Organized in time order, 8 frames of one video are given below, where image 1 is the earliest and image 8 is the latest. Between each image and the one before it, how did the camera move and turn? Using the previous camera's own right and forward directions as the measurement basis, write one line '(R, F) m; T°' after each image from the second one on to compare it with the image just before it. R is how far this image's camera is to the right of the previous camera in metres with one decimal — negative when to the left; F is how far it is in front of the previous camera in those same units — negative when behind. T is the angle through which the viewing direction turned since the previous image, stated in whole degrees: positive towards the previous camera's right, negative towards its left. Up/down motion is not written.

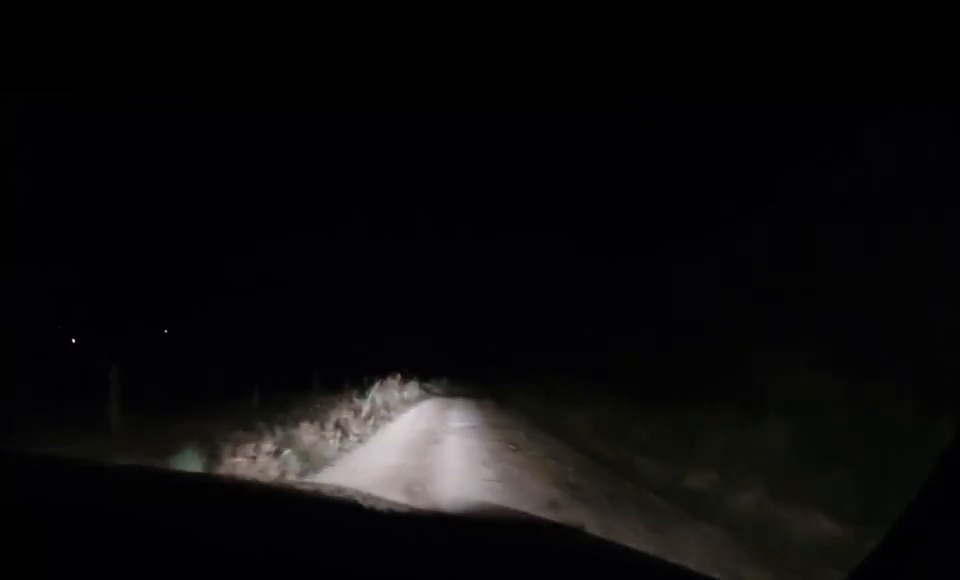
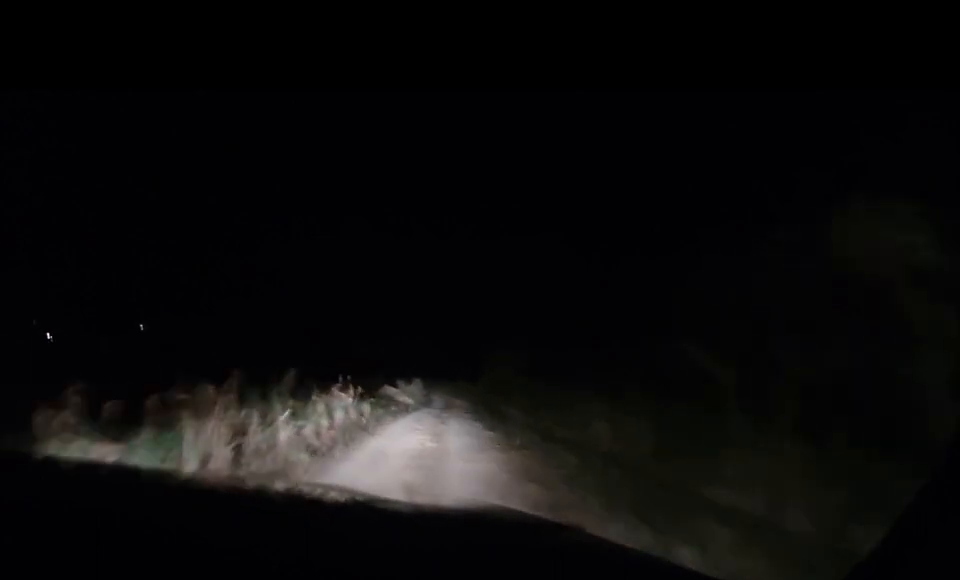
(+0.2, +21.9) m; +1°
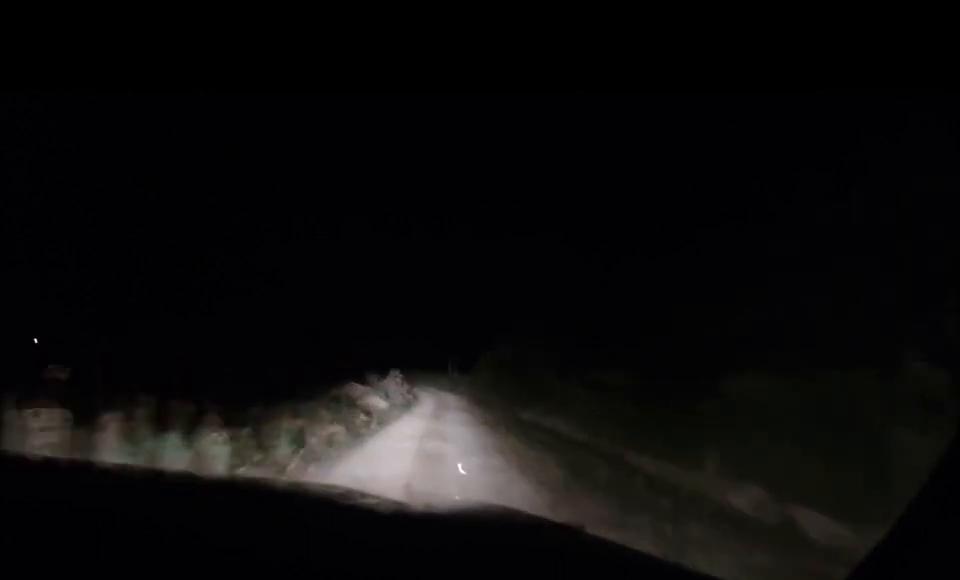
(0.0, +13.2) m; +2°
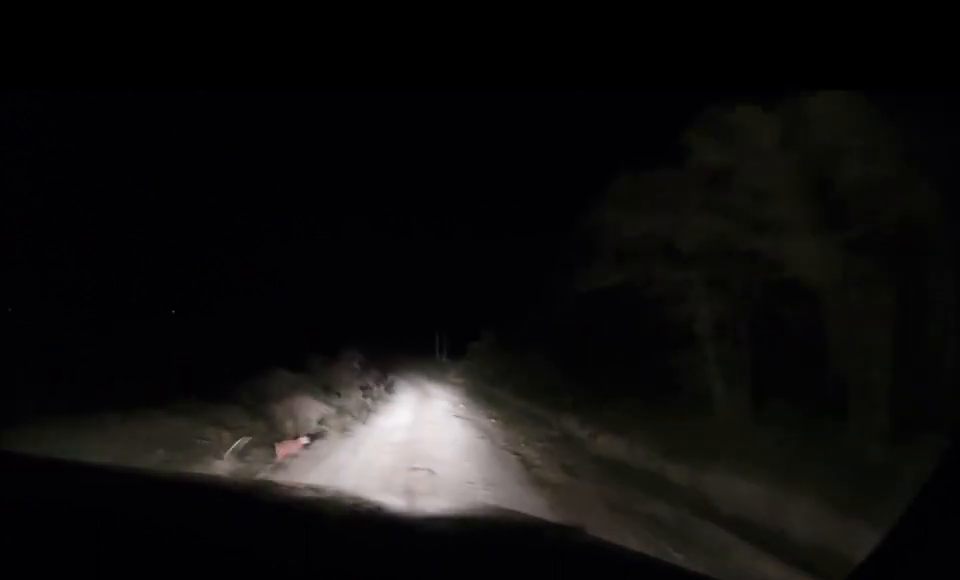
(+0.4, +12.1) m; +1°
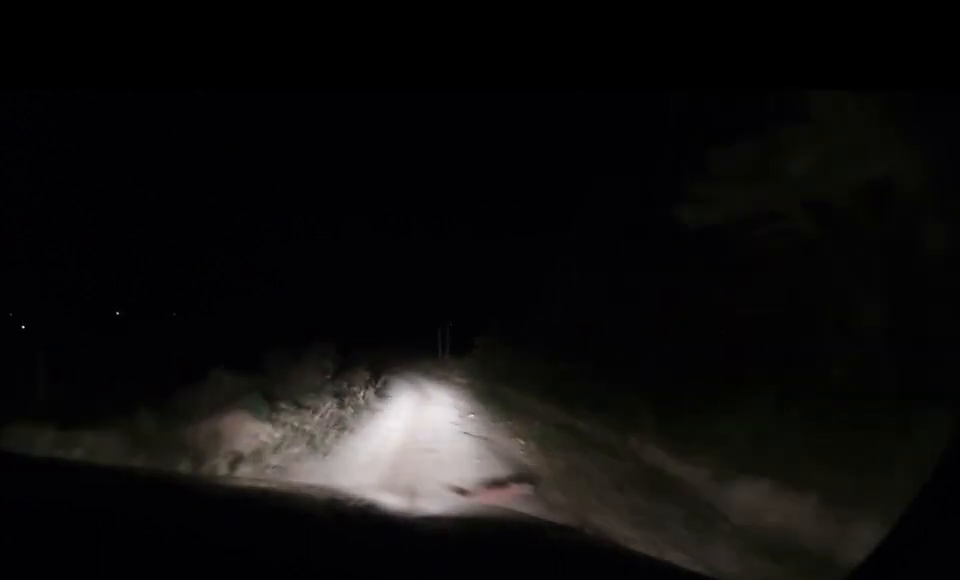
(+0.1, +5.6) m; 0°
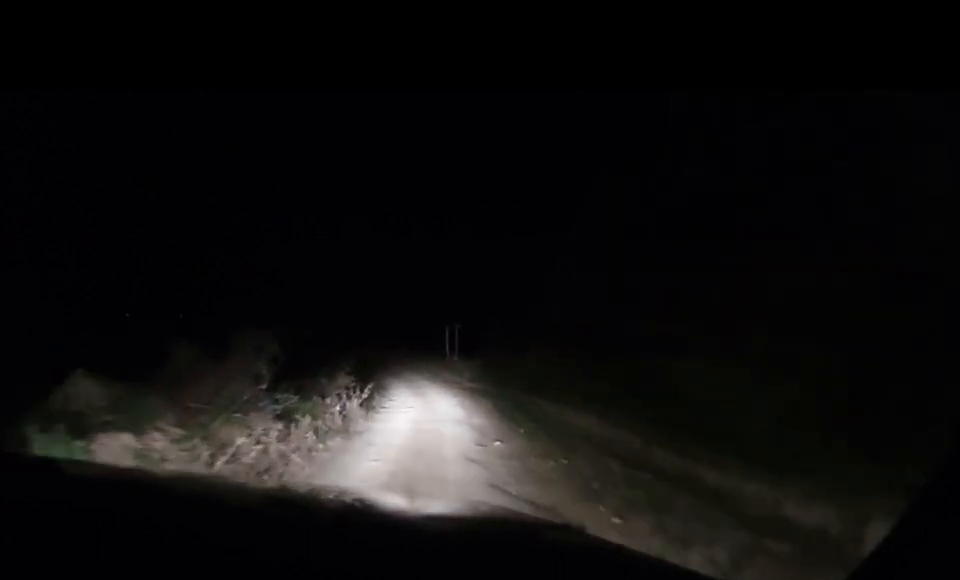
(-0.5, +7.7) m; 0°
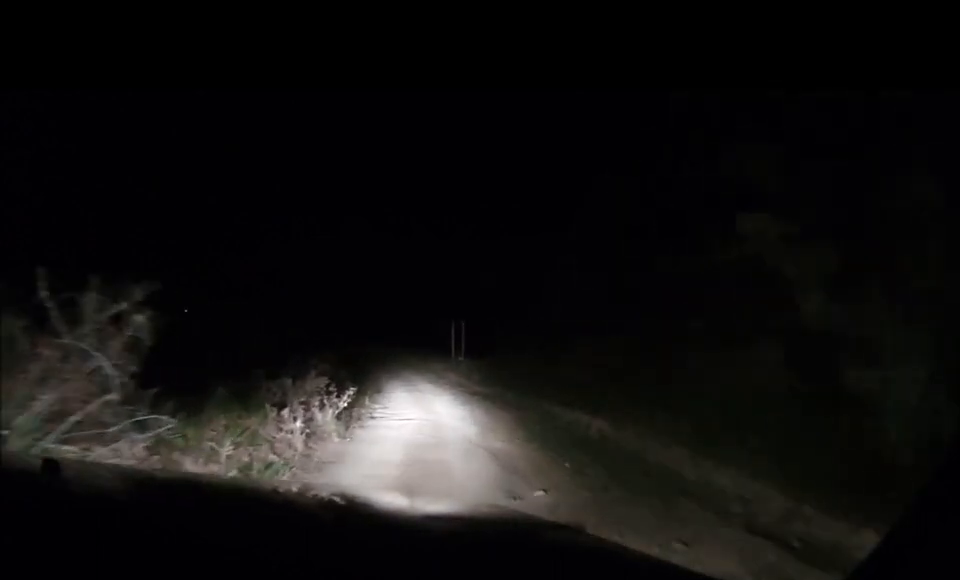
(+0.4, +6.3) m; +3°
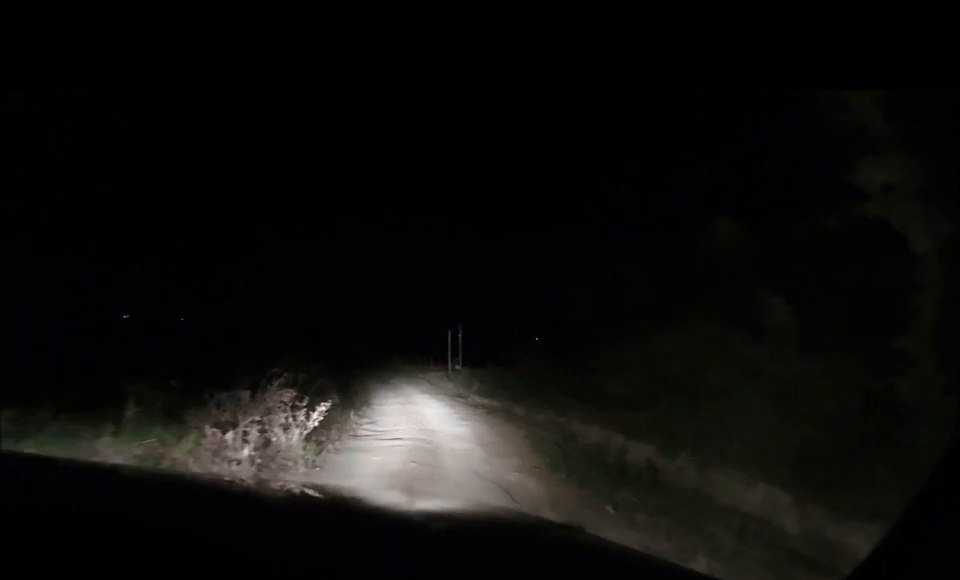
(+0.1, +3.4) m; 0°
